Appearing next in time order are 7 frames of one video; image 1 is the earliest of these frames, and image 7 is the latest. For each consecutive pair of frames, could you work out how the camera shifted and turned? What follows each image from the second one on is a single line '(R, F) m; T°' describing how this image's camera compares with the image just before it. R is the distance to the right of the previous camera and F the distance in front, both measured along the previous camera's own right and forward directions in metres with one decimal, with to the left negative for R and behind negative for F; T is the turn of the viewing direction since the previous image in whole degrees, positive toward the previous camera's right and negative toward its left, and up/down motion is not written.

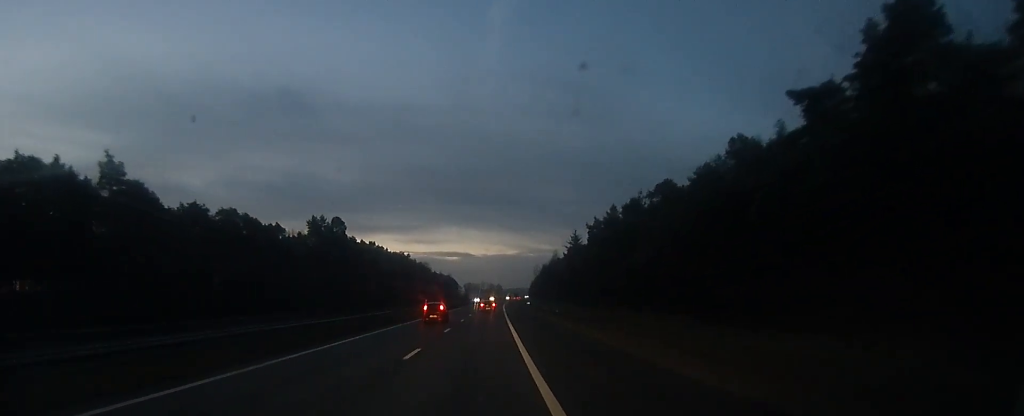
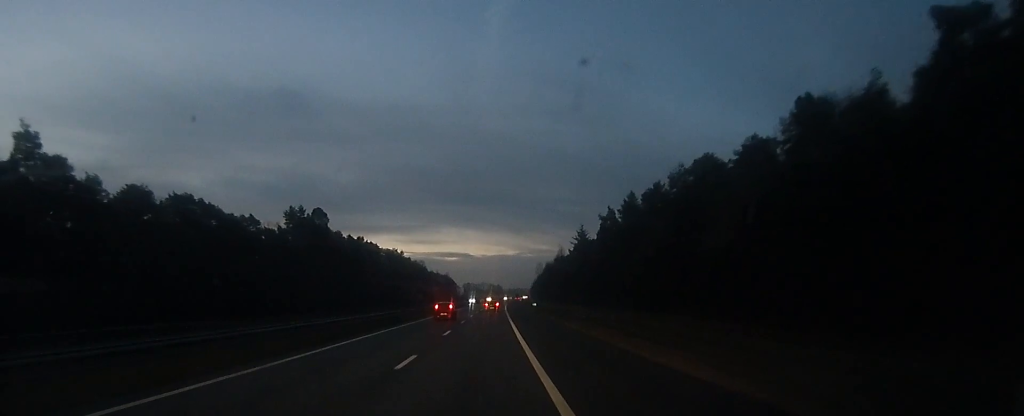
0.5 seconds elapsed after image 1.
(-0.2, +14.0) m; +1°
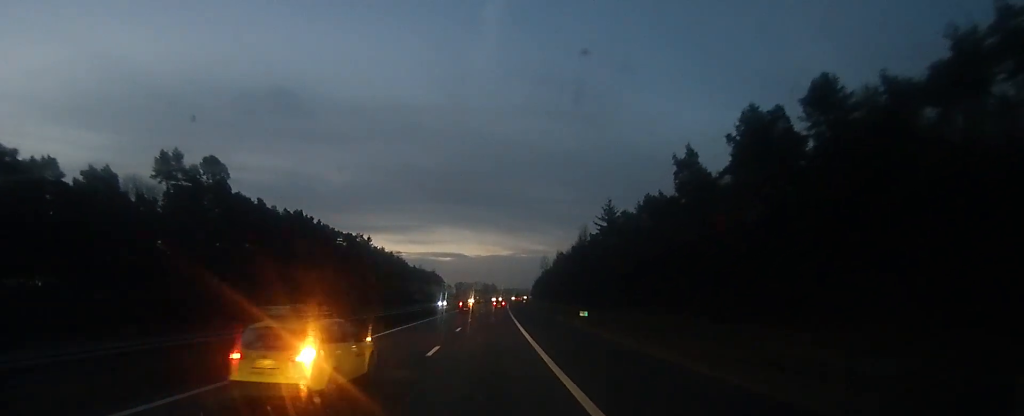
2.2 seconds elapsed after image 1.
(+1.3, +44.9) m; +3°
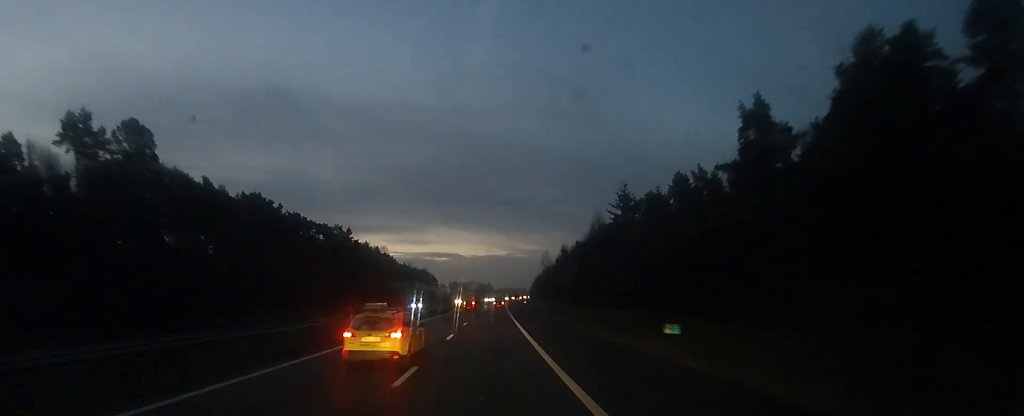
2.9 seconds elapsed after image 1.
(0.0, +17.5) m; +1°
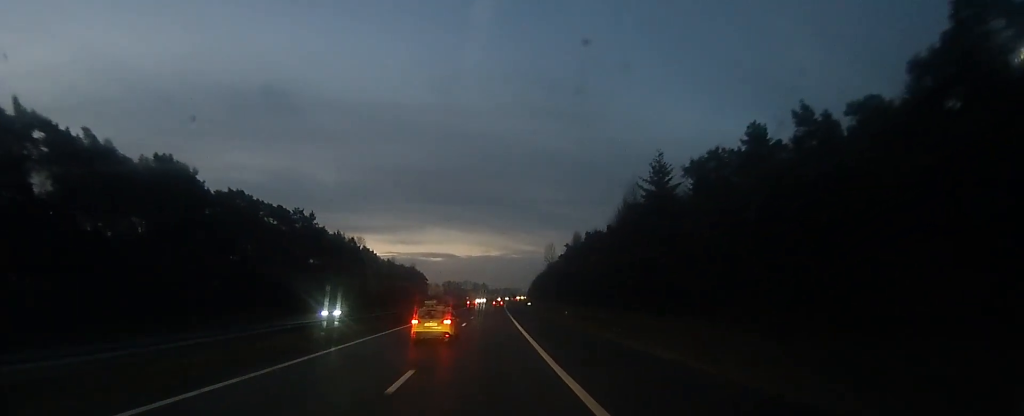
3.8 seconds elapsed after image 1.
(+0.7, +24.5) m; 0°
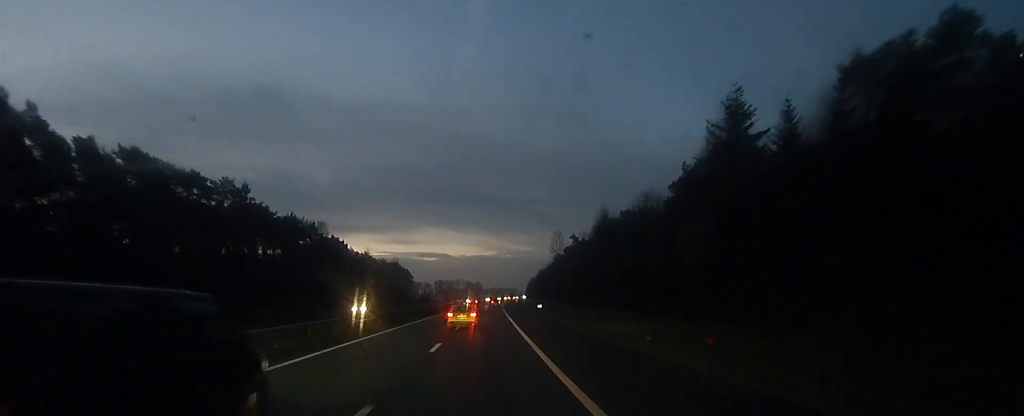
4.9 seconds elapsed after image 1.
(-0.9, +28.2) m; -2°
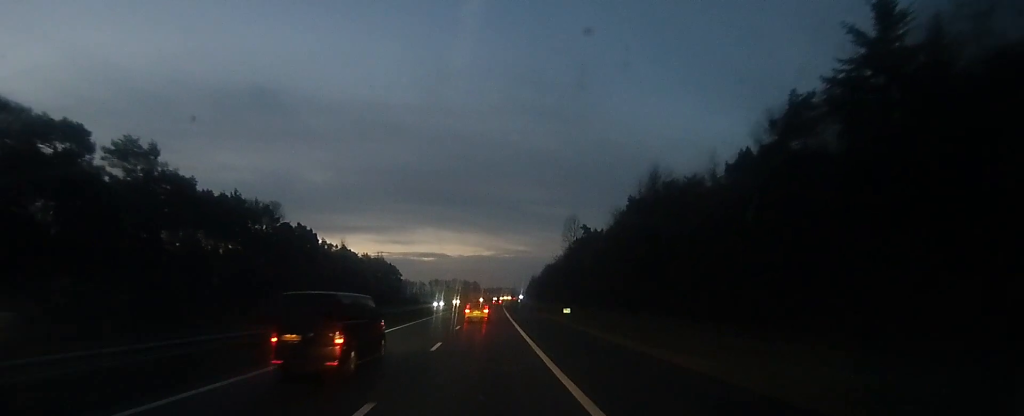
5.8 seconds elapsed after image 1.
(0.0, +23.7) m; 0°
